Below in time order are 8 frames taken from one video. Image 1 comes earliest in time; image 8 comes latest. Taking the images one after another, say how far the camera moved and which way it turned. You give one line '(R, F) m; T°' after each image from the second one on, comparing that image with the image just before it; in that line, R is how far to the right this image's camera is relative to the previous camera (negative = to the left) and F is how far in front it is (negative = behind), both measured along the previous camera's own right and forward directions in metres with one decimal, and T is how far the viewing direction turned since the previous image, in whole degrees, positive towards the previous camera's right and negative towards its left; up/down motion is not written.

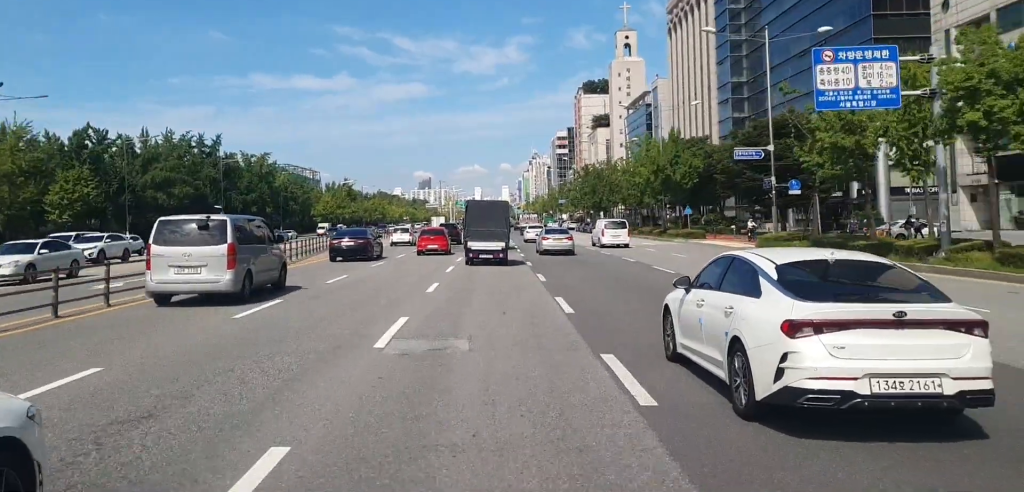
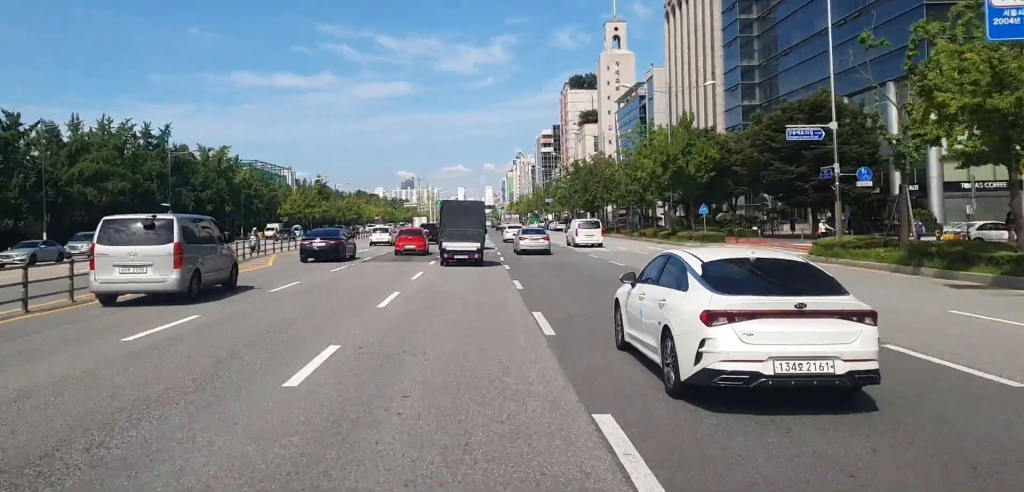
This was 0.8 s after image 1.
(+0.2, +10.9) m; 0°
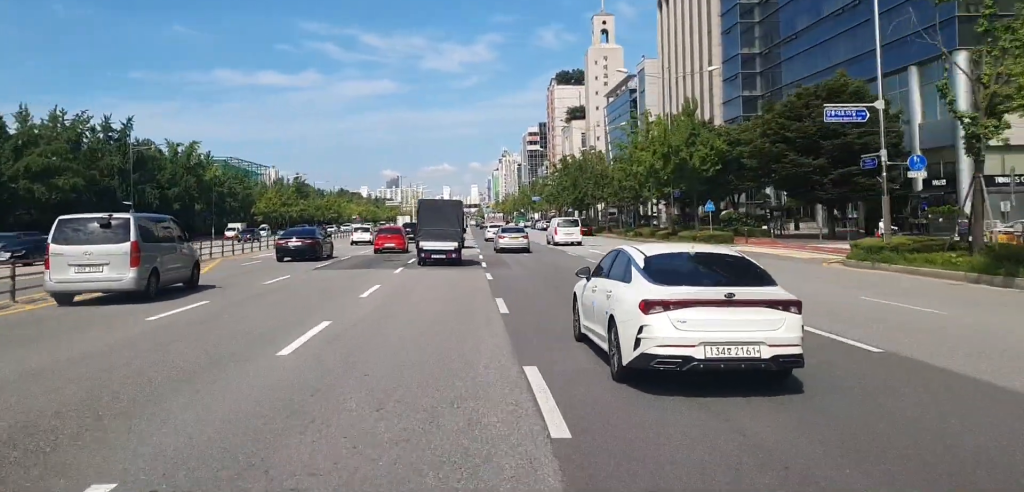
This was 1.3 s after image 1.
(-0.1, +5.7) m; 0°
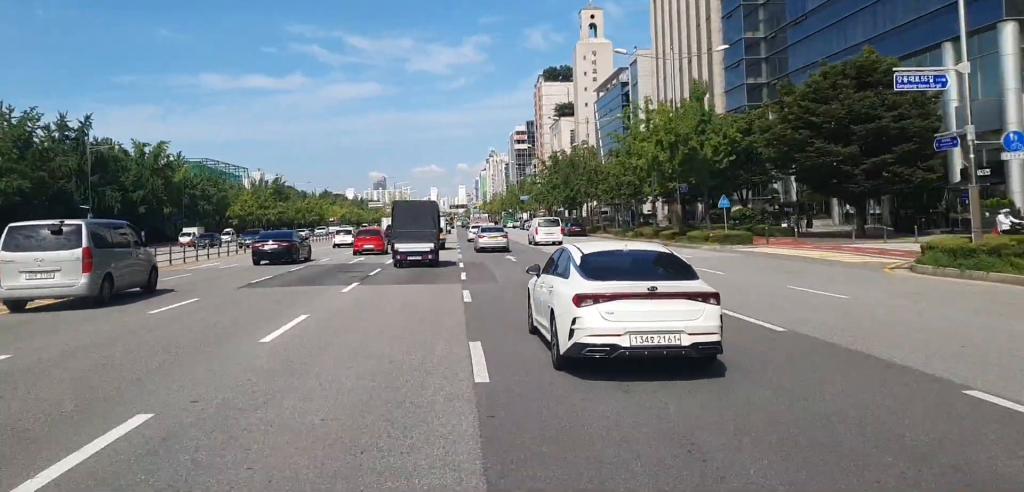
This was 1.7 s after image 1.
(-0.1, +6.2) m; 0°
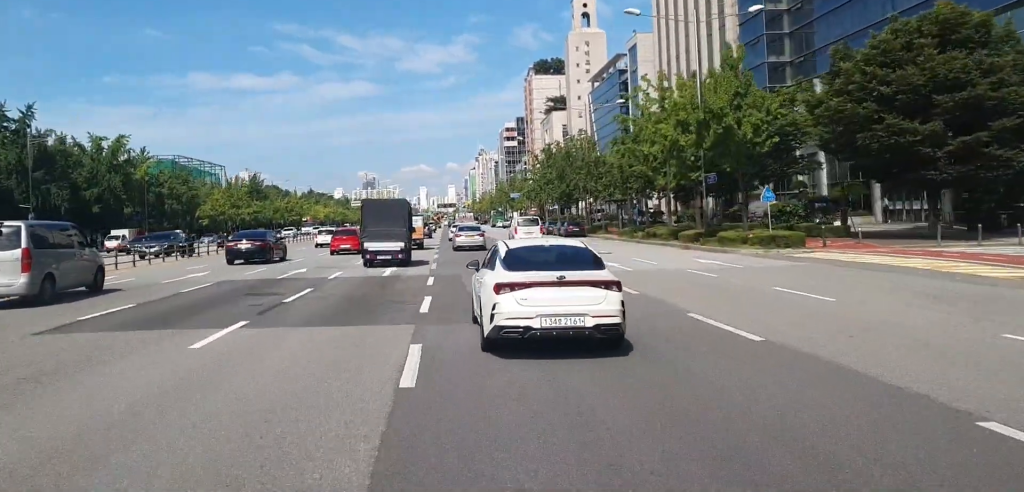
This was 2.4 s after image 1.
(+0.2, +9.0) m; +1°
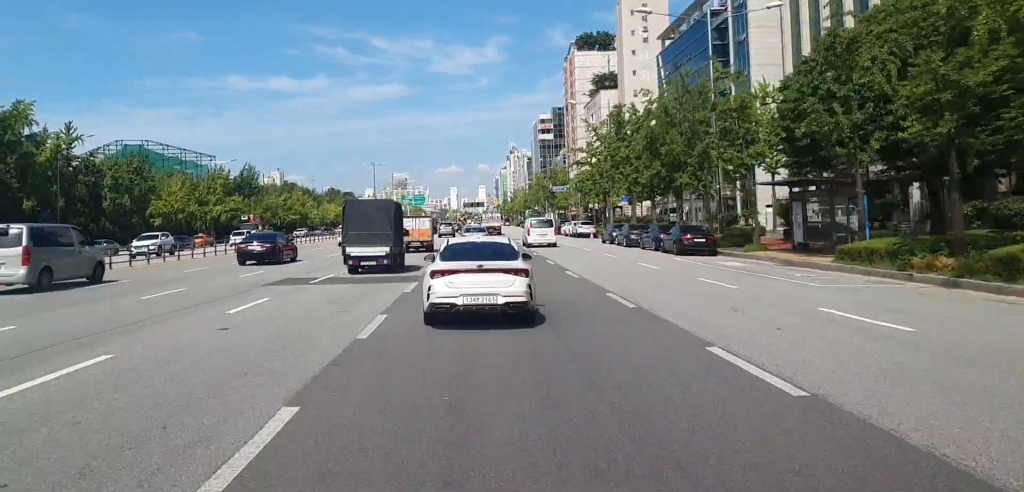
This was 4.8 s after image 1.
(-0.7, +32.6) m; -4°
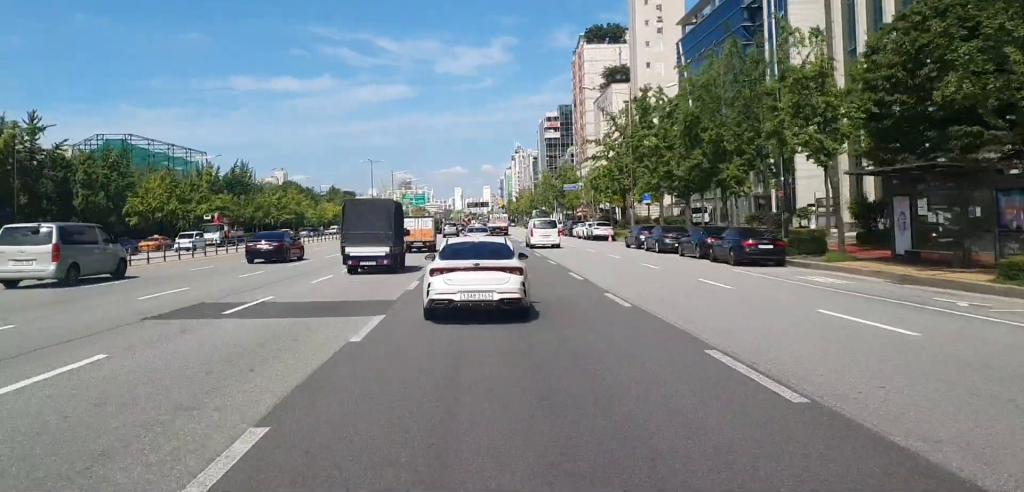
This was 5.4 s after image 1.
(+0.1, +8.2) m; 0°
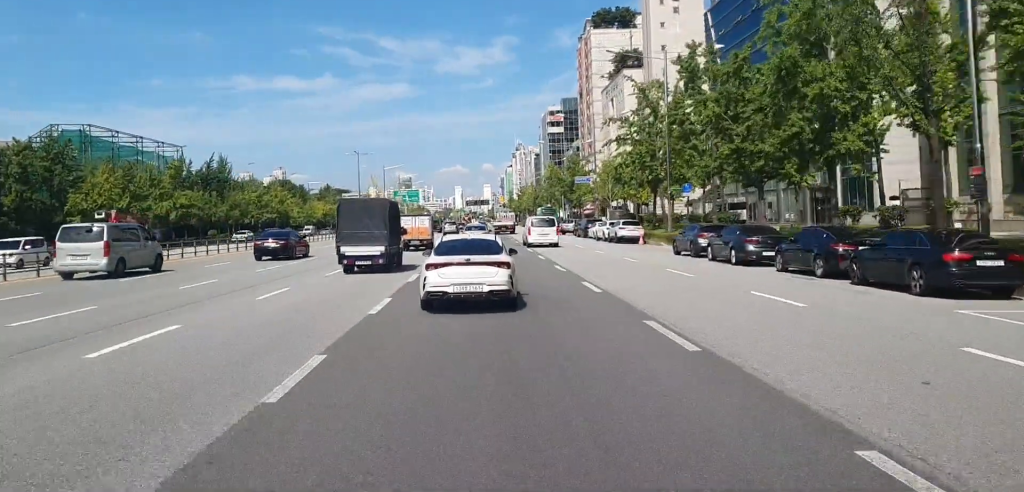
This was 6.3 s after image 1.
(+0.1, +13.0) m; 0°
